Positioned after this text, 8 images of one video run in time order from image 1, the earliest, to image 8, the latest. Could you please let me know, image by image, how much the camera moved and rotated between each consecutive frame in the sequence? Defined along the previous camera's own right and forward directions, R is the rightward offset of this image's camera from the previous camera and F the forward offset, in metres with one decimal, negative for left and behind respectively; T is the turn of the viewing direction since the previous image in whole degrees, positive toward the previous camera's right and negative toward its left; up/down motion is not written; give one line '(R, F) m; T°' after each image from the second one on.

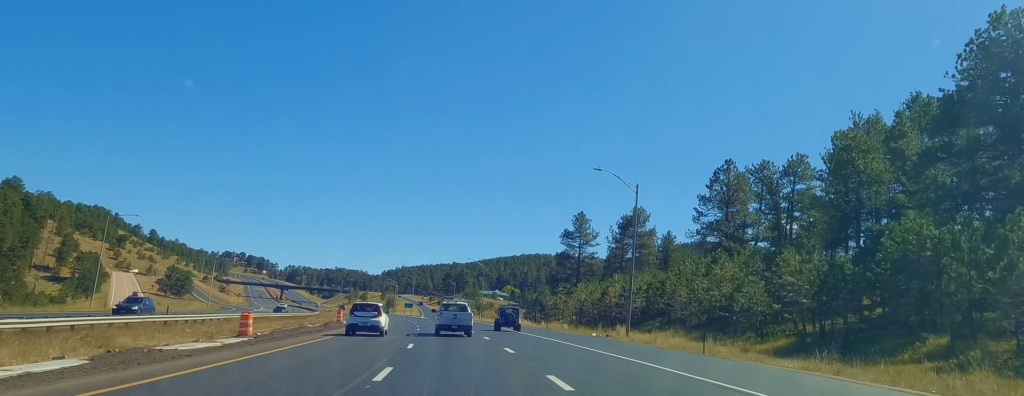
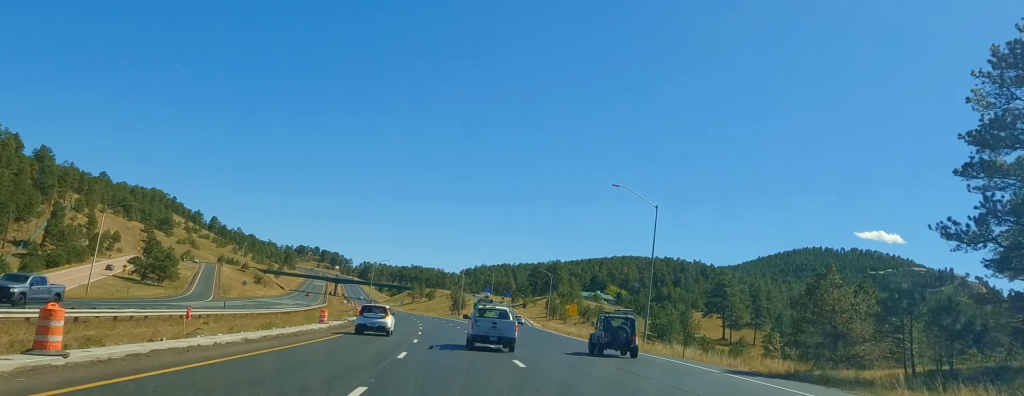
(-4.3, +91.1) m; -7°
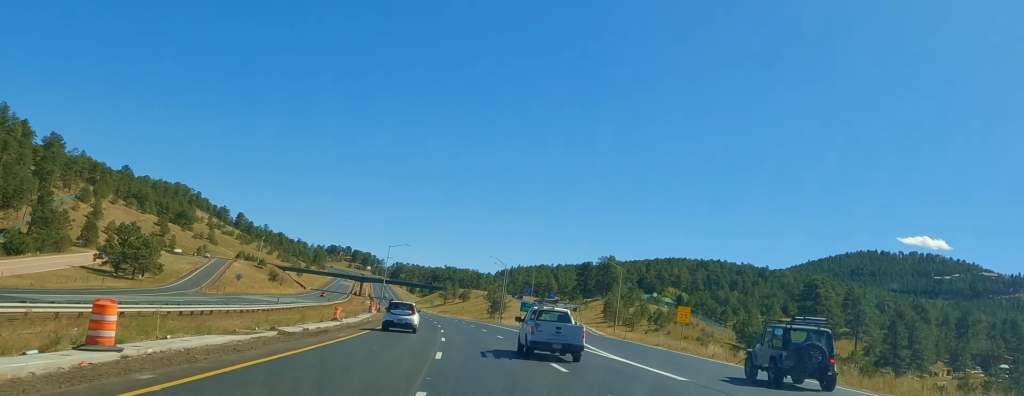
(-1.7, +37.9) m; -2°
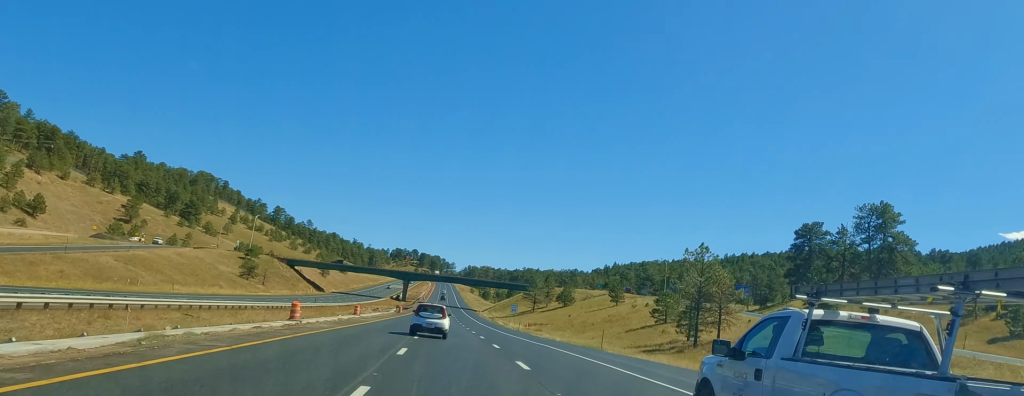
(-4.7, +121.4) m; -4°
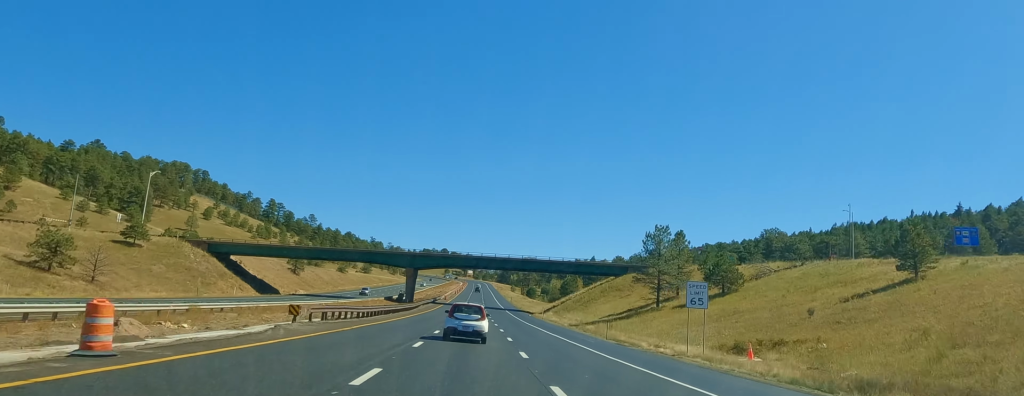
(-1.7, +92.8) m; -1°
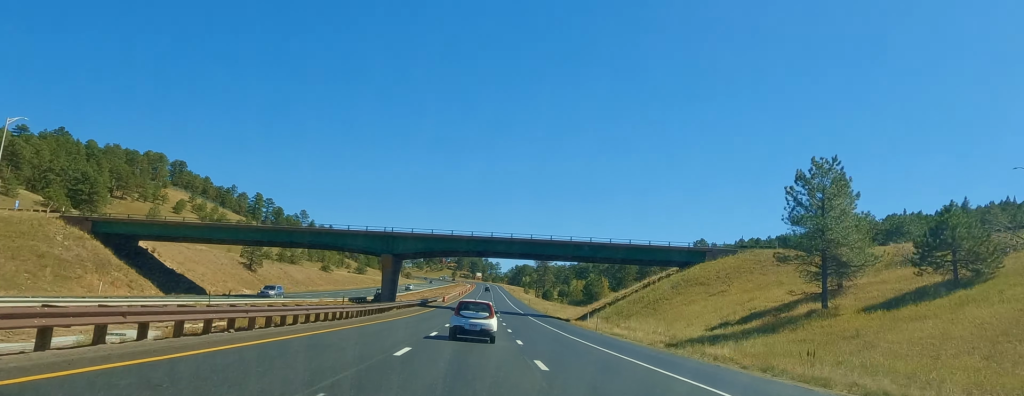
(+0.4, +41.6) m; 0°
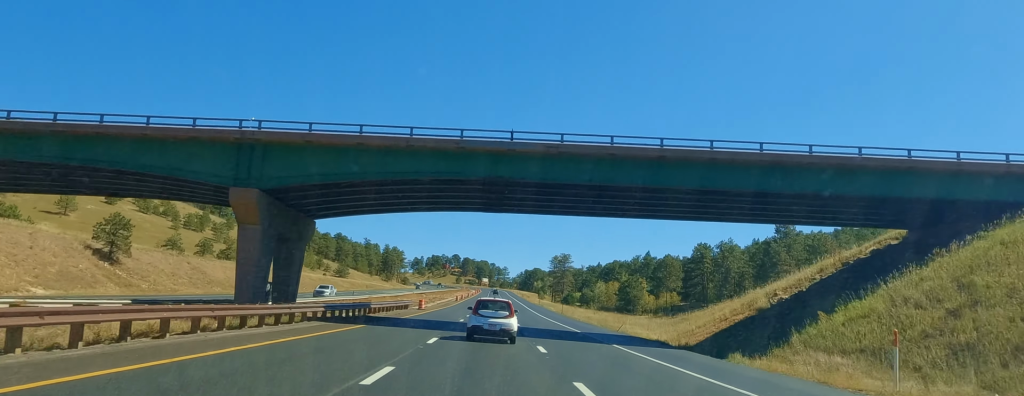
(-0.7, +54.4) m; 0°
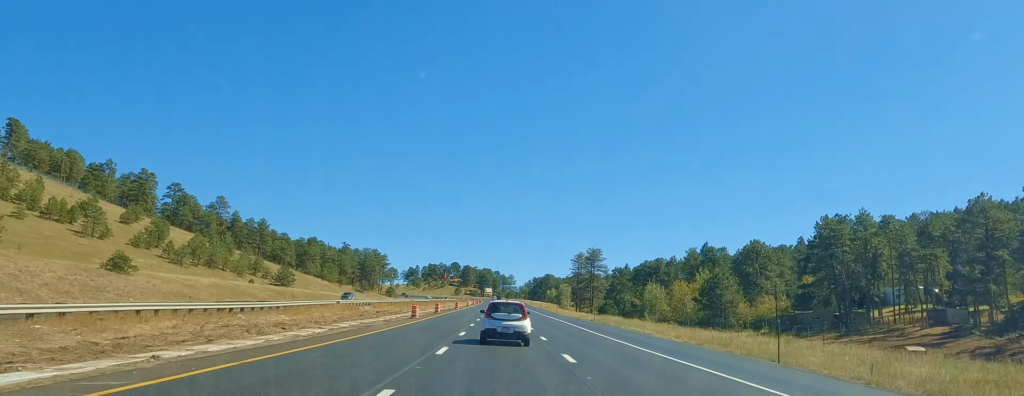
(+0.1, +74.5) m; +1°
